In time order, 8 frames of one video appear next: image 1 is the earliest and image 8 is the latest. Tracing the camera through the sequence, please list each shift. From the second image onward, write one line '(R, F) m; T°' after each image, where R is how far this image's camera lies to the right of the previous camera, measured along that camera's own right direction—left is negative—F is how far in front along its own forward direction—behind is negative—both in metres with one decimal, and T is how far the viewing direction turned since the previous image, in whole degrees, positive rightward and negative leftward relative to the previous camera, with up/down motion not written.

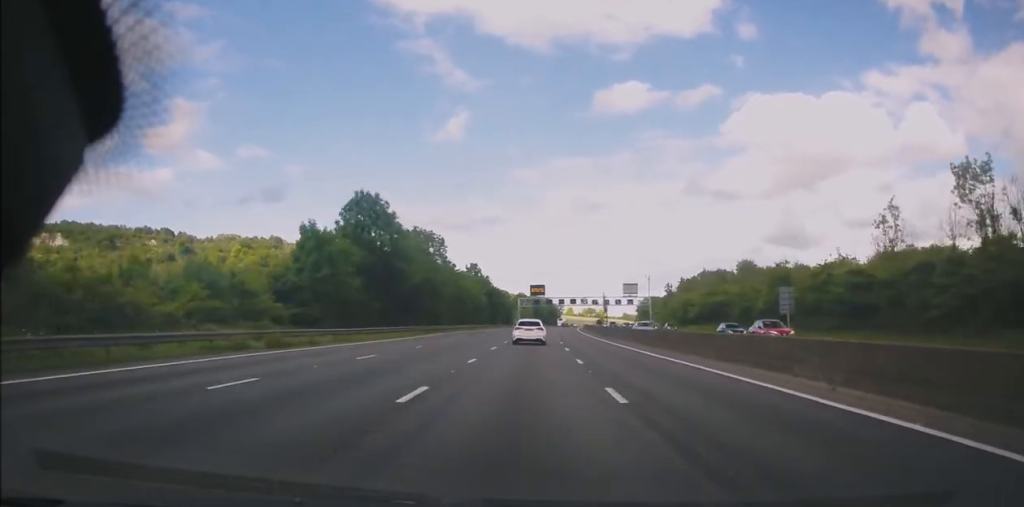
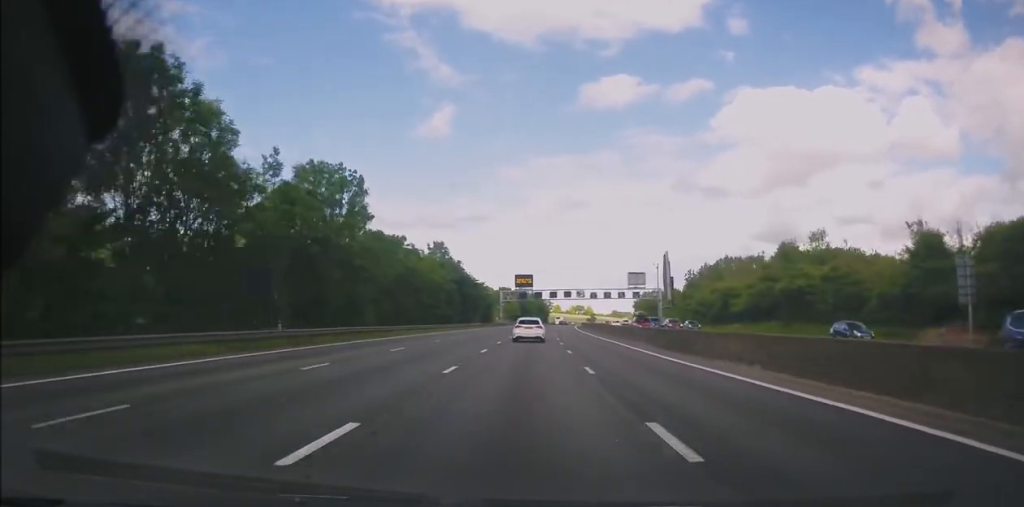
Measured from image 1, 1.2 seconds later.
(+0.5, +31.0) m; +1°
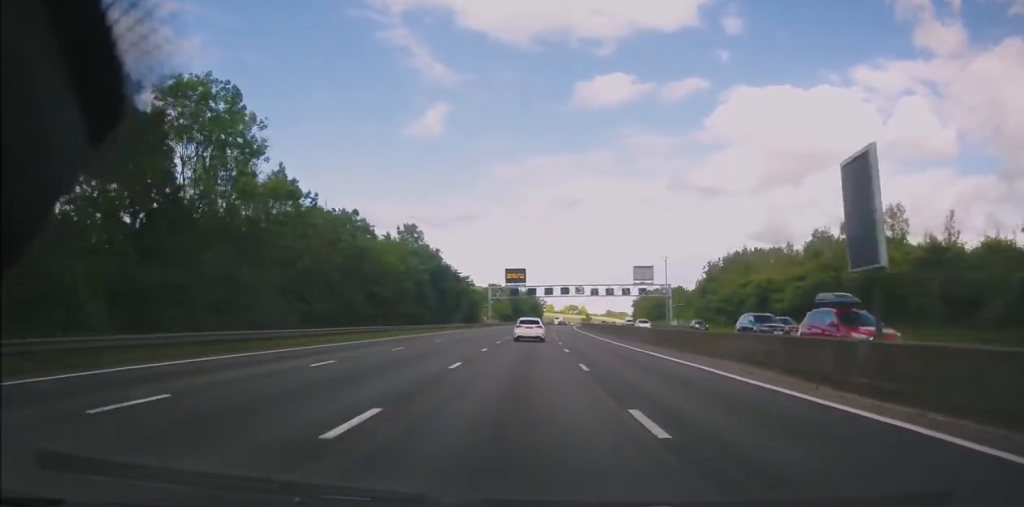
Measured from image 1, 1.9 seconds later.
(-0.2, +17.1) m; +1°
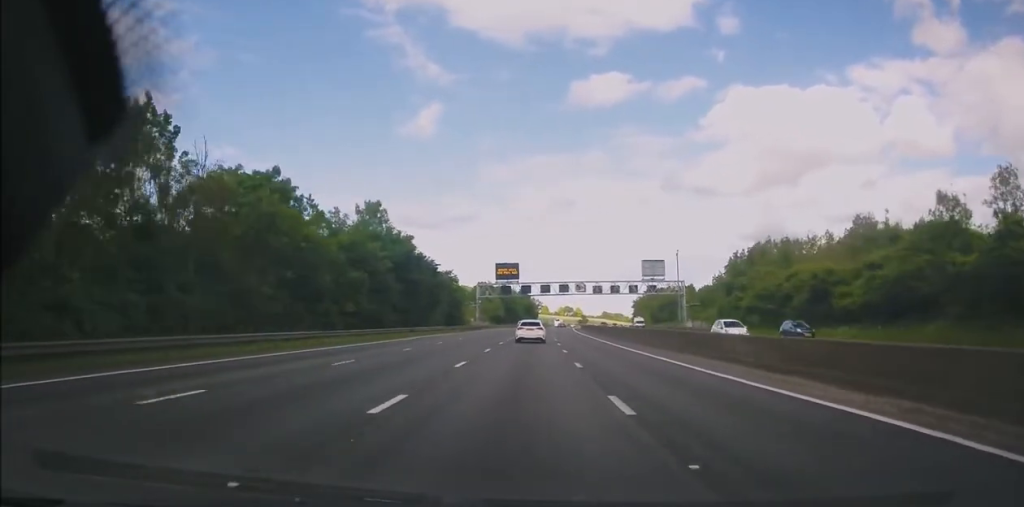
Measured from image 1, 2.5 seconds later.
(-0.1, +16.2) m; +1°
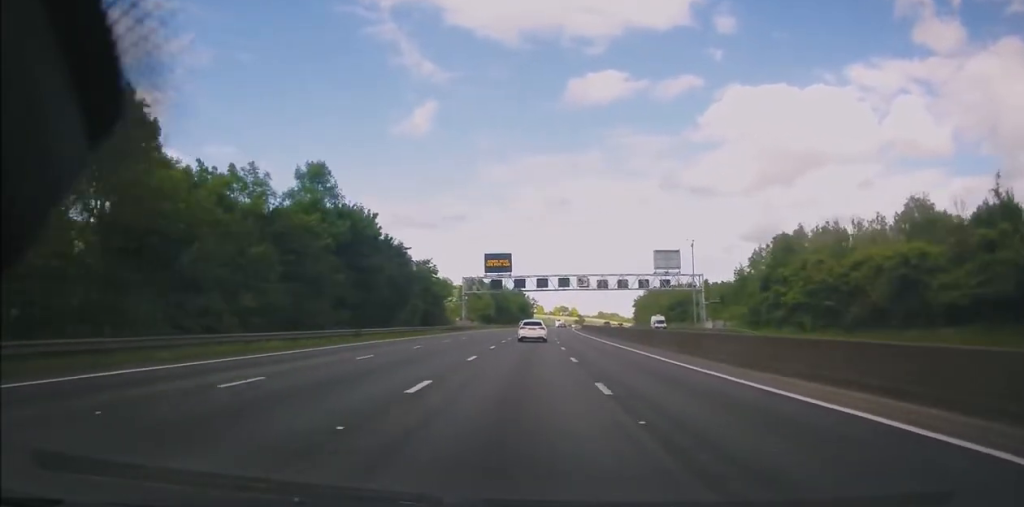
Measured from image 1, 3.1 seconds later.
(+0.6, +15.4) m; +1°
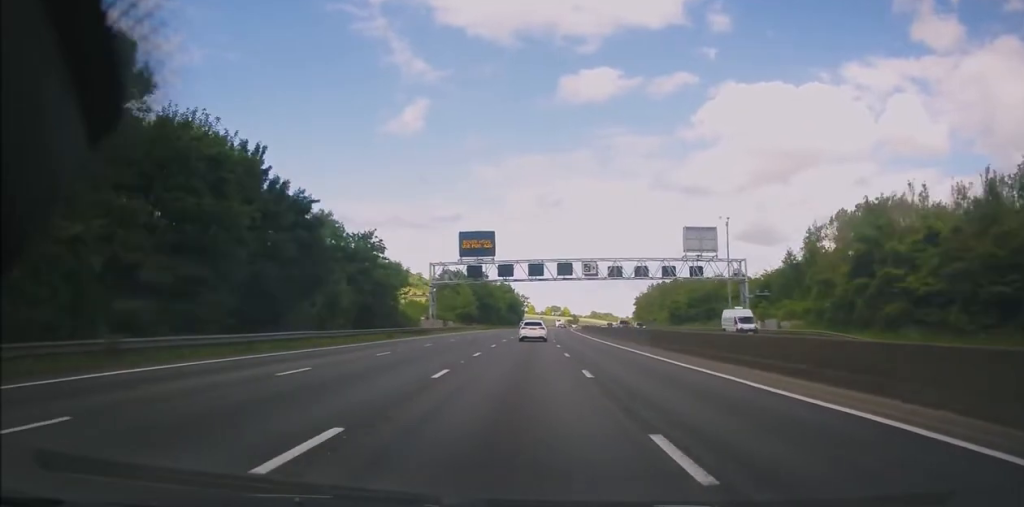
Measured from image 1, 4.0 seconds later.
(-0.1, +24.0) m; 0°
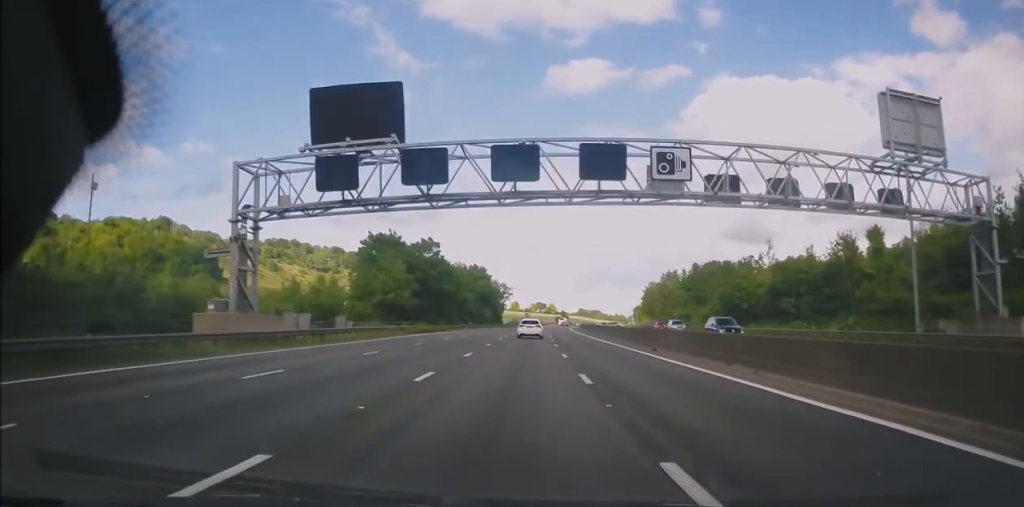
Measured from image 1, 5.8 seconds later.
(+0.8, +46.4) m; +2°
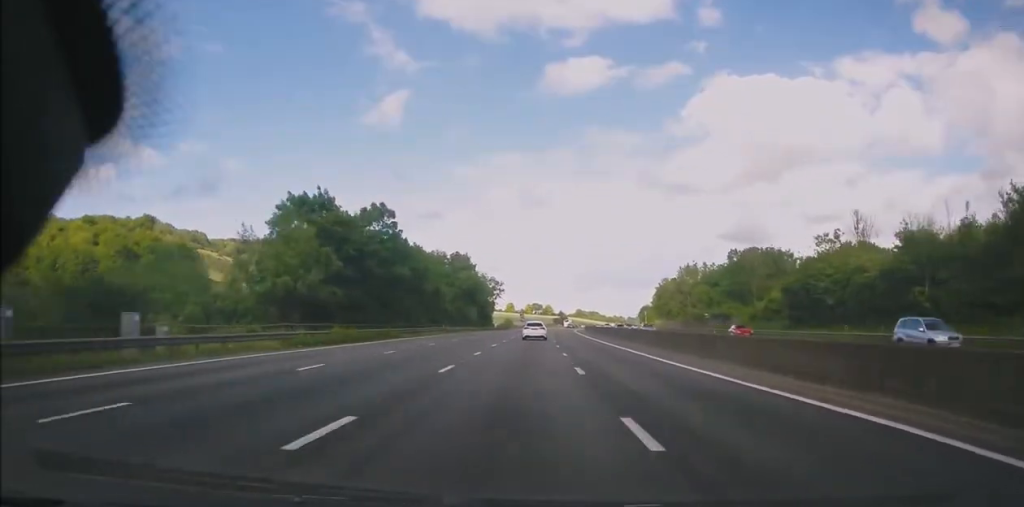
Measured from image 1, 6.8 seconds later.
(0.0, +24.4) m; 0°
